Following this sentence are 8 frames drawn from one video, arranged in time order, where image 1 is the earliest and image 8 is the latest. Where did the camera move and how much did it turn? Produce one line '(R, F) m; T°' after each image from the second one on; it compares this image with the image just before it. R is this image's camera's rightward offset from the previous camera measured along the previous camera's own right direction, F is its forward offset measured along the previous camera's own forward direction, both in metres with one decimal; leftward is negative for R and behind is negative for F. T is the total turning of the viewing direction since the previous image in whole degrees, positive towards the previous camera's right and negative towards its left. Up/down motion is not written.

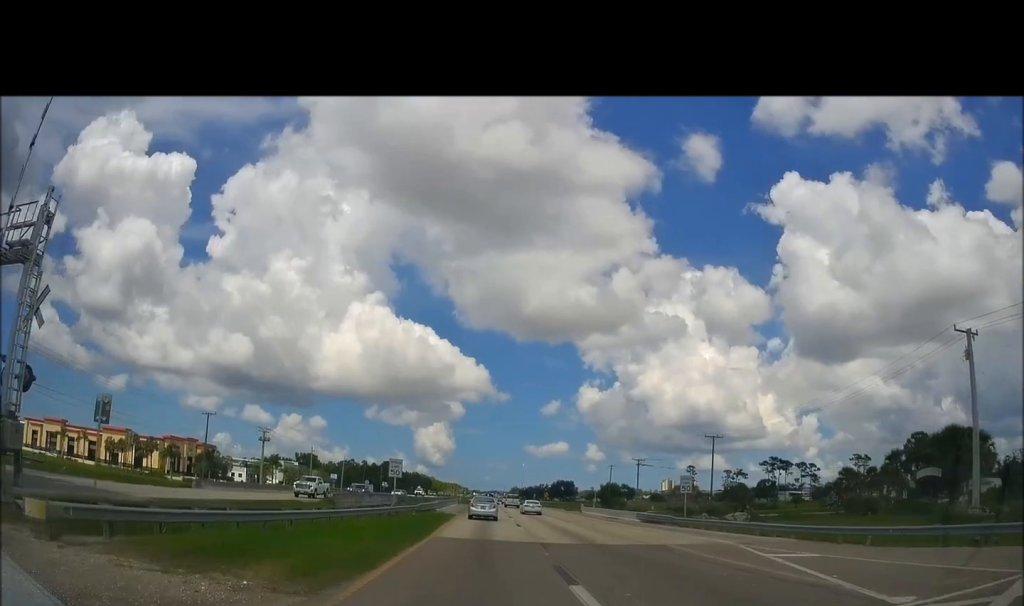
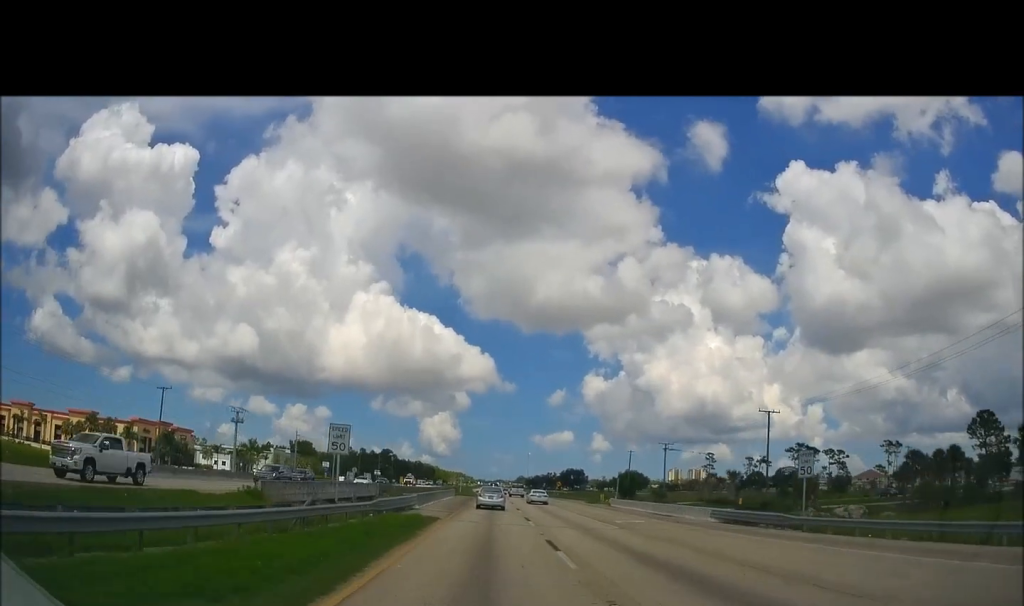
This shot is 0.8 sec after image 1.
(+0.1, +16.0) m; +1°
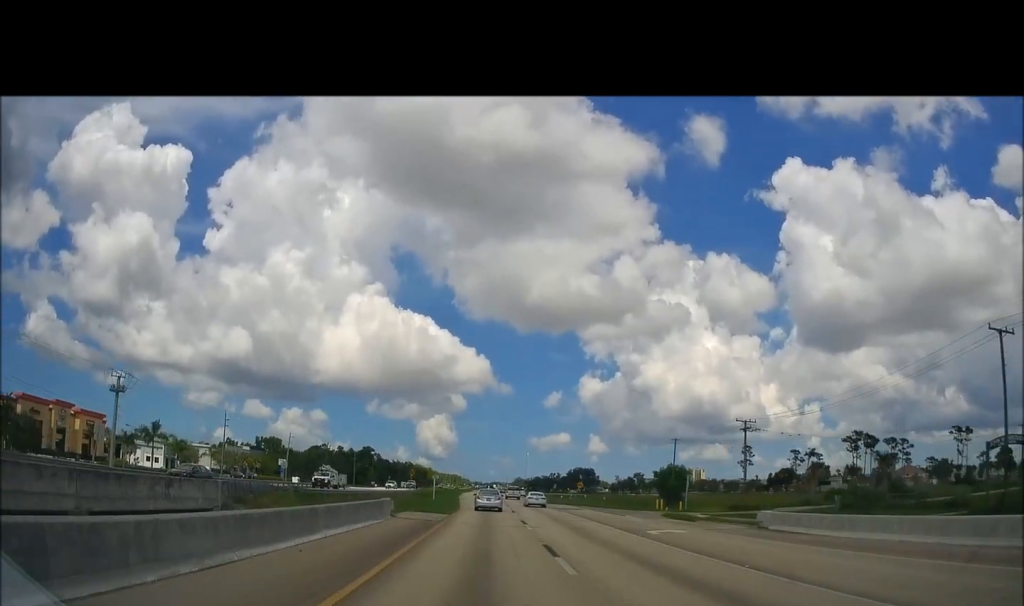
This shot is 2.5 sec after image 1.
(0.0, +36.5) m; 0°
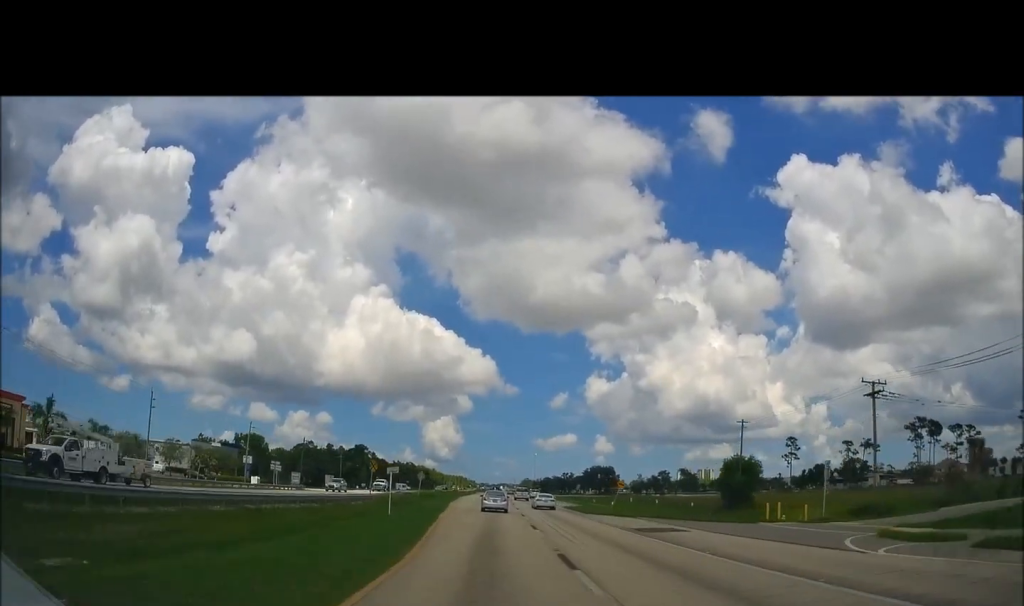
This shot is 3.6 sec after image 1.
(-0.2, +26.0) m; -2°
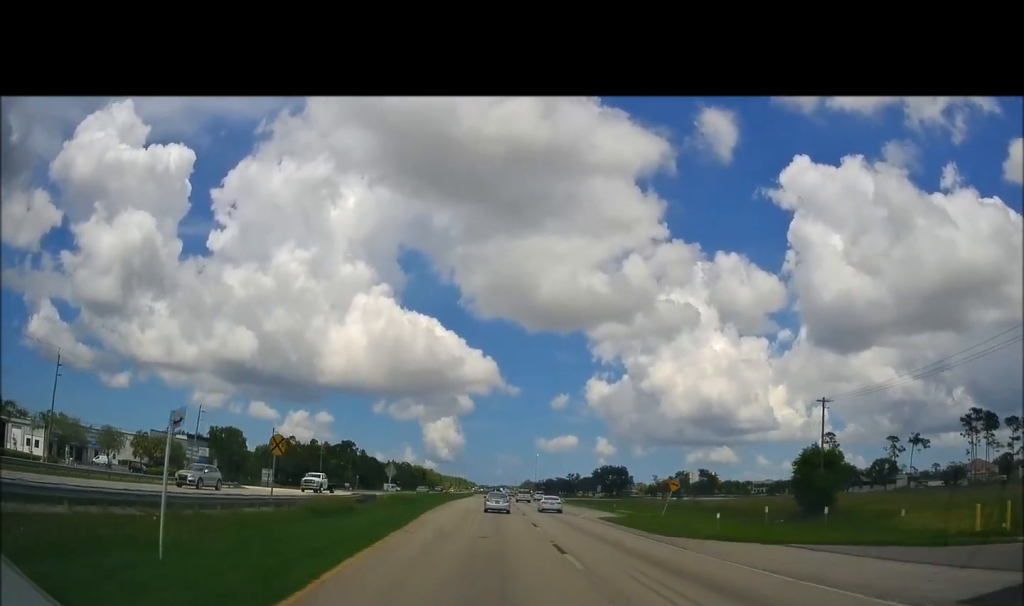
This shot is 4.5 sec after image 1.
(-0.3, +20.4) m; -1°
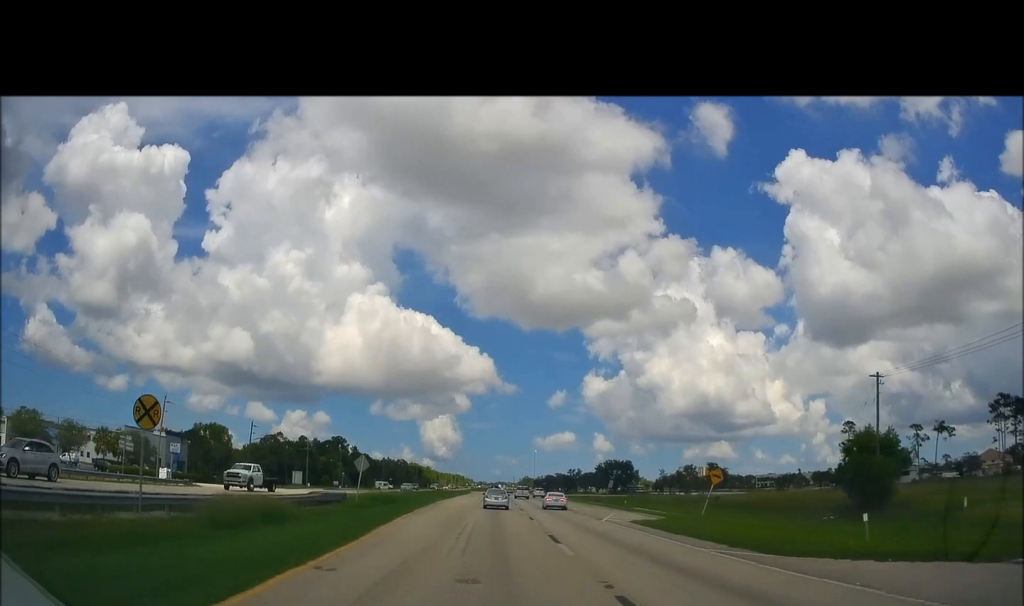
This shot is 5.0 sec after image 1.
(-0.1, +9.9) m; +1°
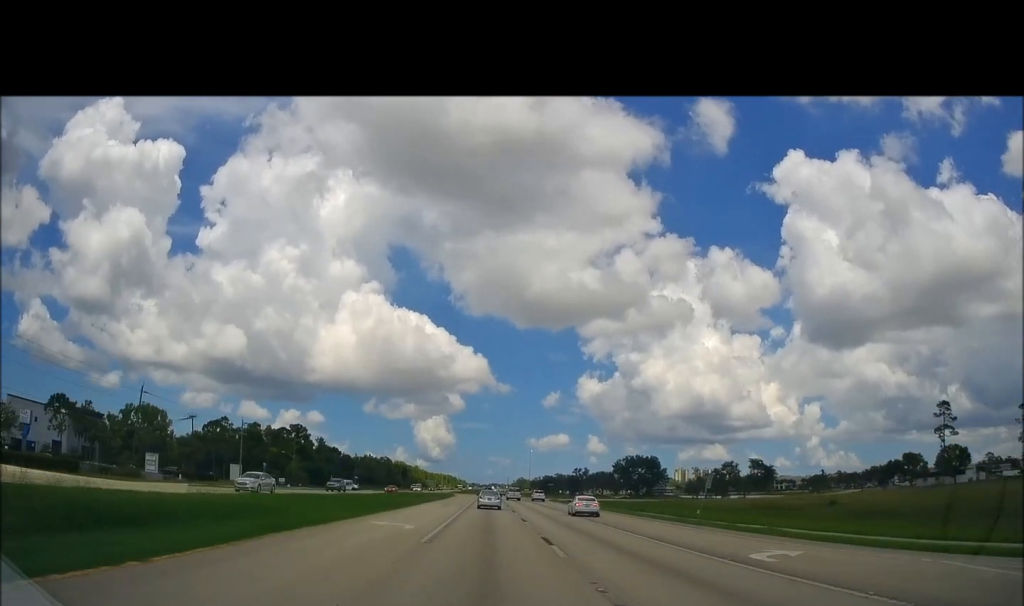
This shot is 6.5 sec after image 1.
(+0.8, +36.4) m; +2°
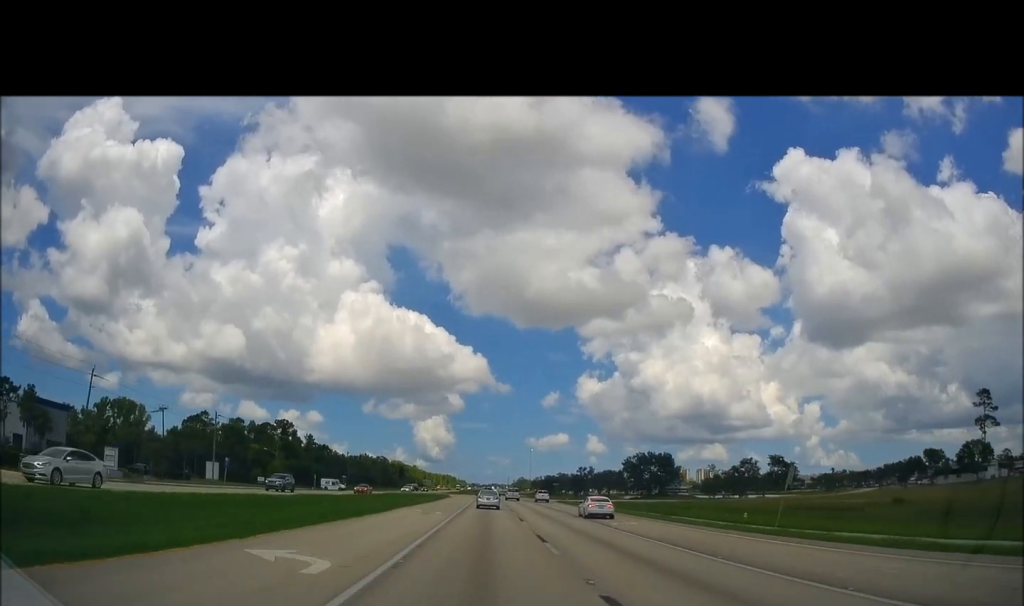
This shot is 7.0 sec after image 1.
(+0.1, +11.0) m; -1°
